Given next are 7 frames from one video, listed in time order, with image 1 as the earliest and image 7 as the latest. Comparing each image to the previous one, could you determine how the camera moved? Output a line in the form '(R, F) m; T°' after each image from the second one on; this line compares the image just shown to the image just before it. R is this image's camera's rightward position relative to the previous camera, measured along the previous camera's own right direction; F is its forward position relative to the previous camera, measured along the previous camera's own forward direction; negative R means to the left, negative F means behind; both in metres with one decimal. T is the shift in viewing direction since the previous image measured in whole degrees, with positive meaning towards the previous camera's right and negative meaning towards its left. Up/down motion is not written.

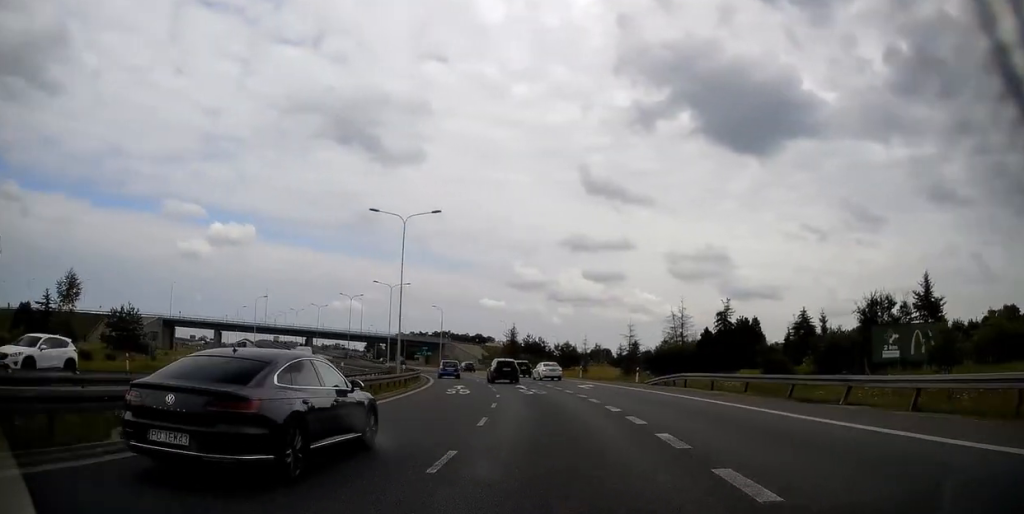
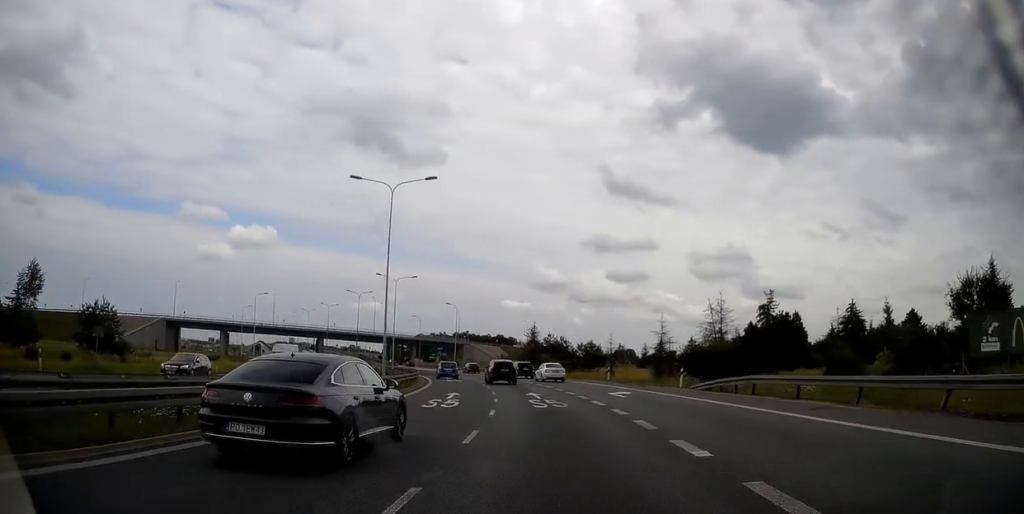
(0.0, +8.3) m; -2°
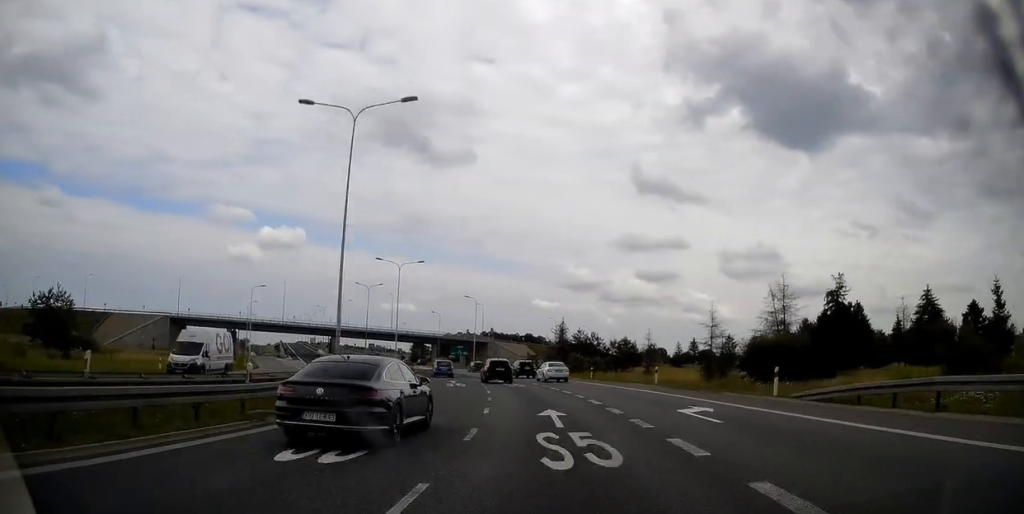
(-0.4, +9.8) m; -2°
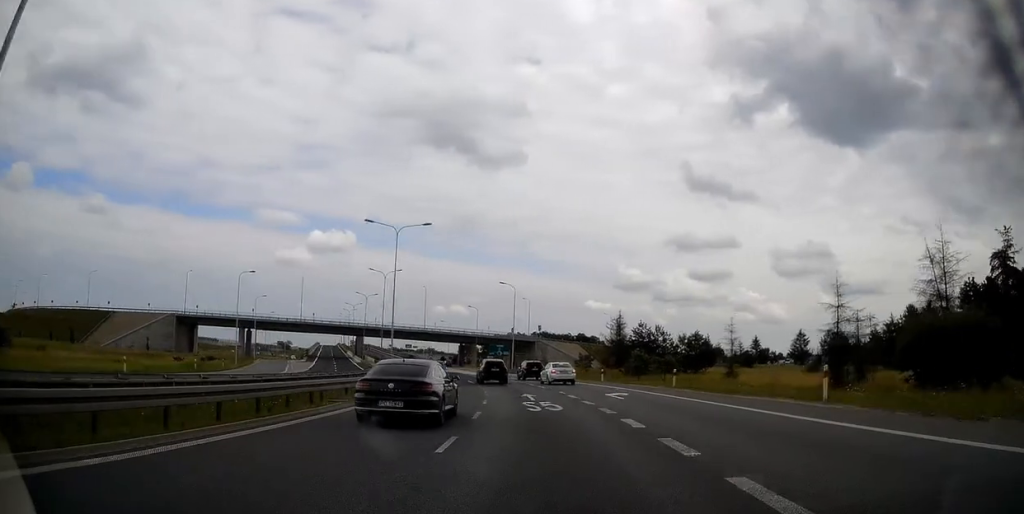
(-0.5, +15.5) m; -4°
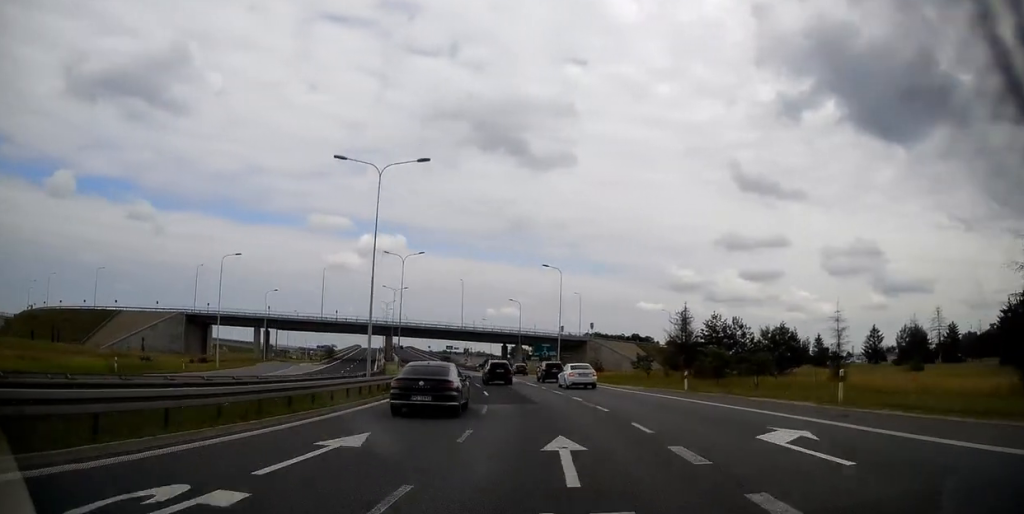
(-0.3, +12.2) m; -4°
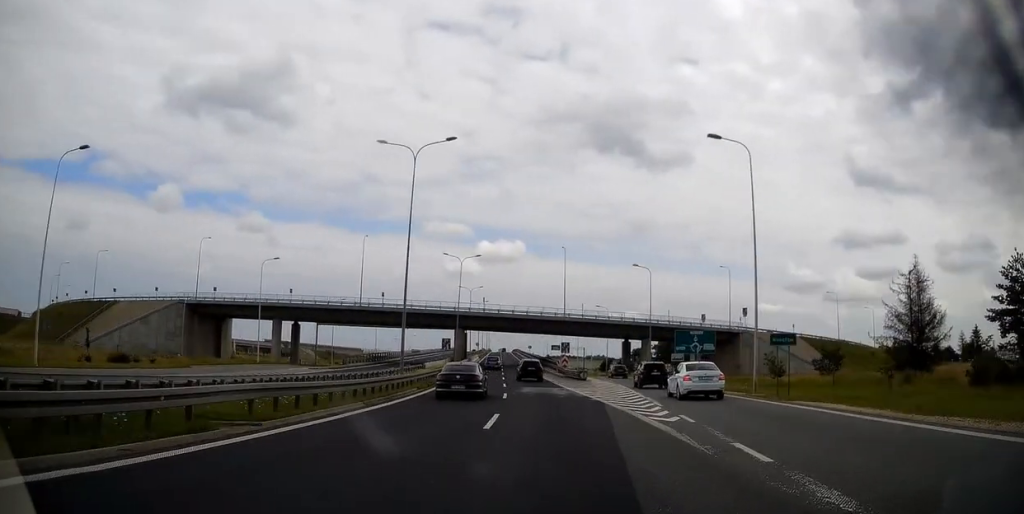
(-5.9, +50.6) m; -13°
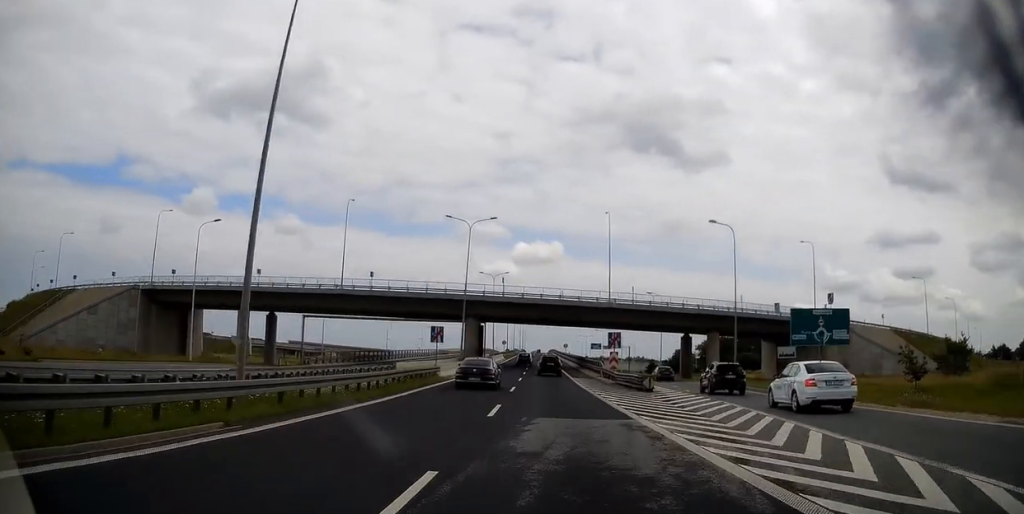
(-1.4, +20.9) m; -5°
